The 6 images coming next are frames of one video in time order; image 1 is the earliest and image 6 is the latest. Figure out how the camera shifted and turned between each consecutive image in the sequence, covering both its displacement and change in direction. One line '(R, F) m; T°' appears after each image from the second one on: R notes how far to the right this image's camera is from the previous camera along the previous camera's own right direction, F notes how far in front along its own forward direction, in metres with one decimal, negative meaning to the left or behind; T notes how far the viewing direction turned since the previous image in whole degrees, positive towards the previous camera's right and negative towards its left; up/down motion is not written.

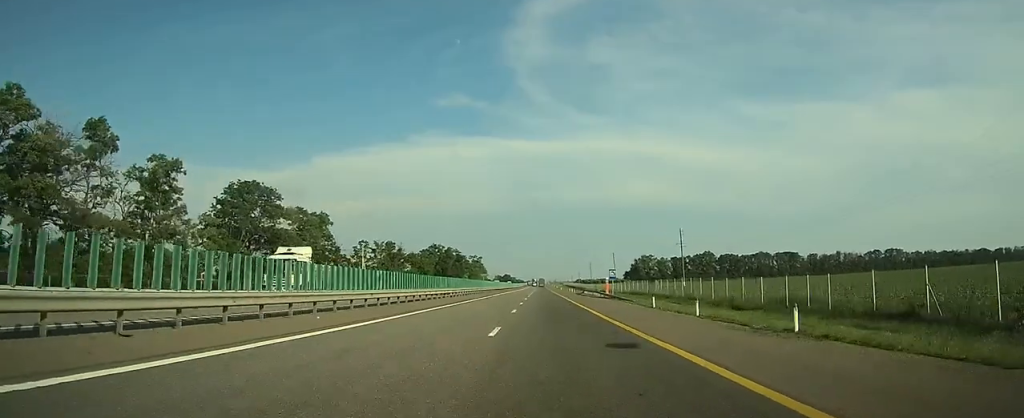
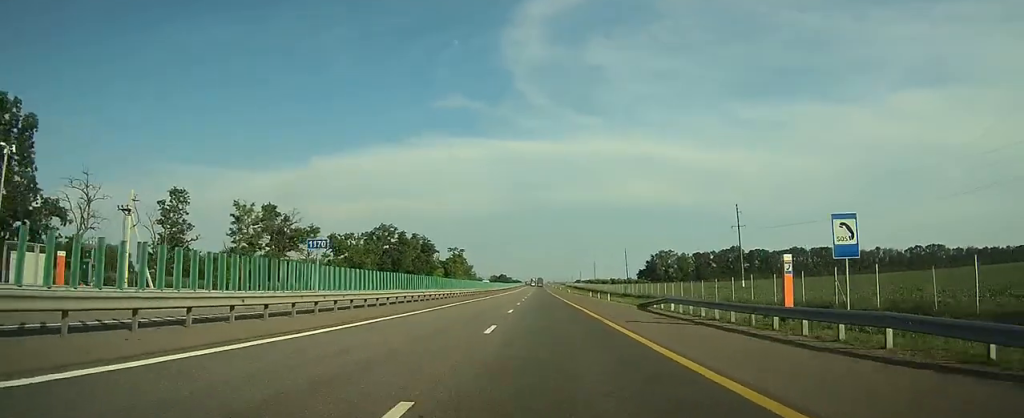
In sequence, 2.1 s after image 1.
(-0.1, +59.4) m; 0°
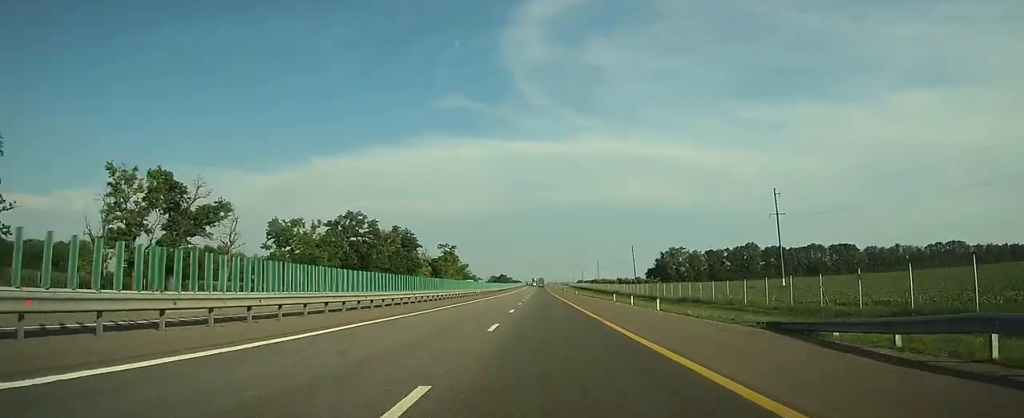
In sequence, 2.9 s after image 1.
(0.0, +22.8) m; 0°
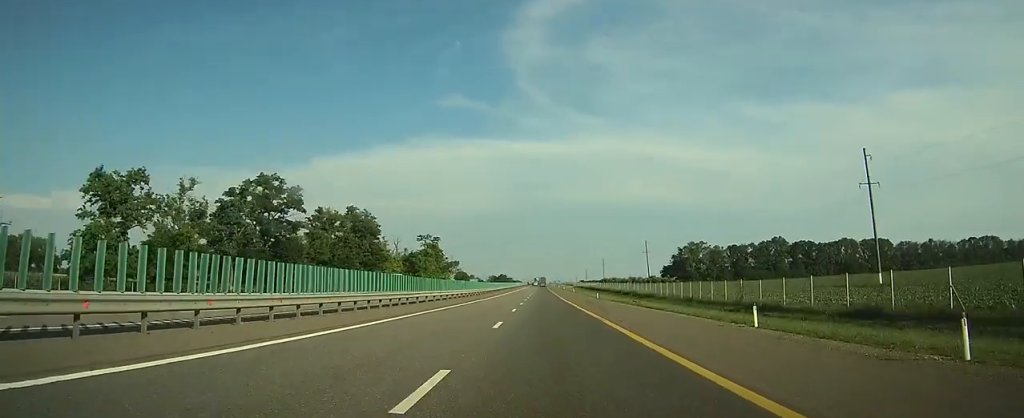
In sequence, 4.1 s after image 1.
(0.0, +34.2) m; 0°
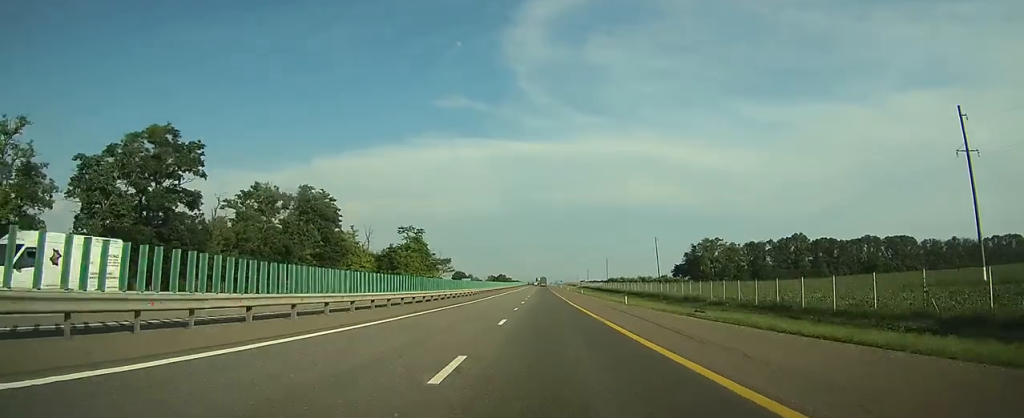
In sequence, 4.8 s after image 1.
(-0.1, +22.0) m; 0°
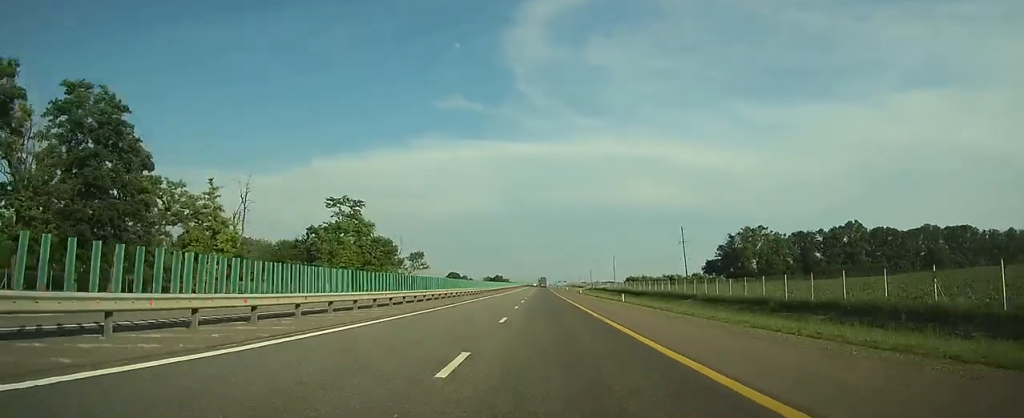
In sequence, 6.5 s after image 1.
(0.0, +47.1) m; 0°
